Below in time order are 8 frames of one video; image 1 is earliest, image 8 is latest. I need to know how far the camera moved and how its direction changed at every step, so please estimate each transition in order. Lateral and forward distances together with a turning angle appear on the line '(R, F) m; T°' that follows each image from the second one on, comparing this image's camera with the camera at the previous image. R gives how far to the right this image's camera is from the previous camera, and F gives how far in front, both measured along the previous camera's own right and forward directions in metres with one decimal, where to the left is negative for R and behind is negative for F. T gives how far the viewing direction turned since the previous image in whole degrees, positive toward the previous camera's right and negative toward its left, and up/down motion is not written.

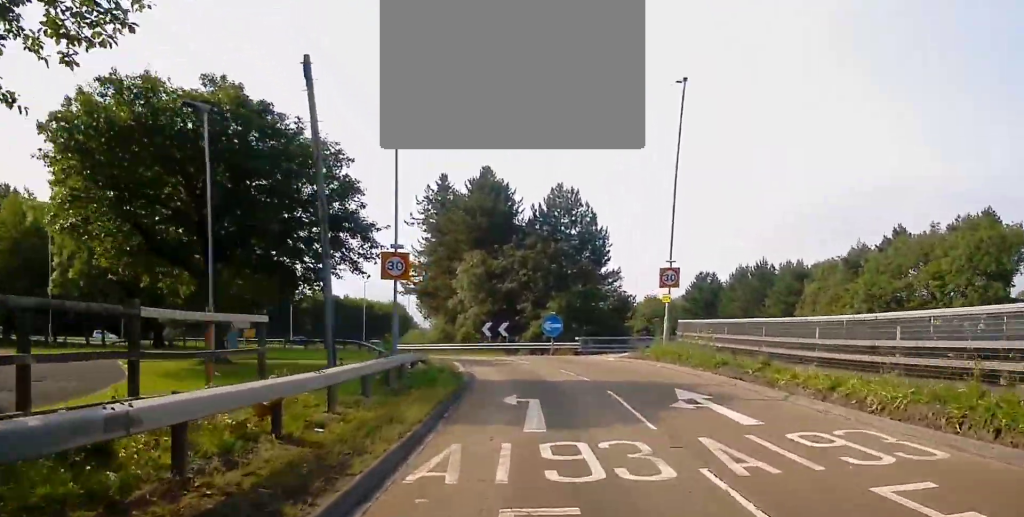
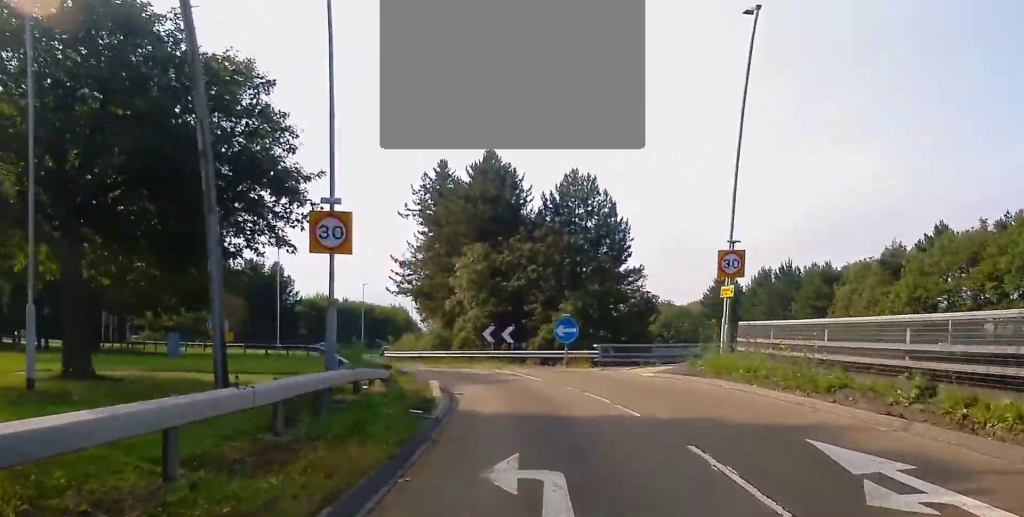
(-0.2, +7.3) m; -3°
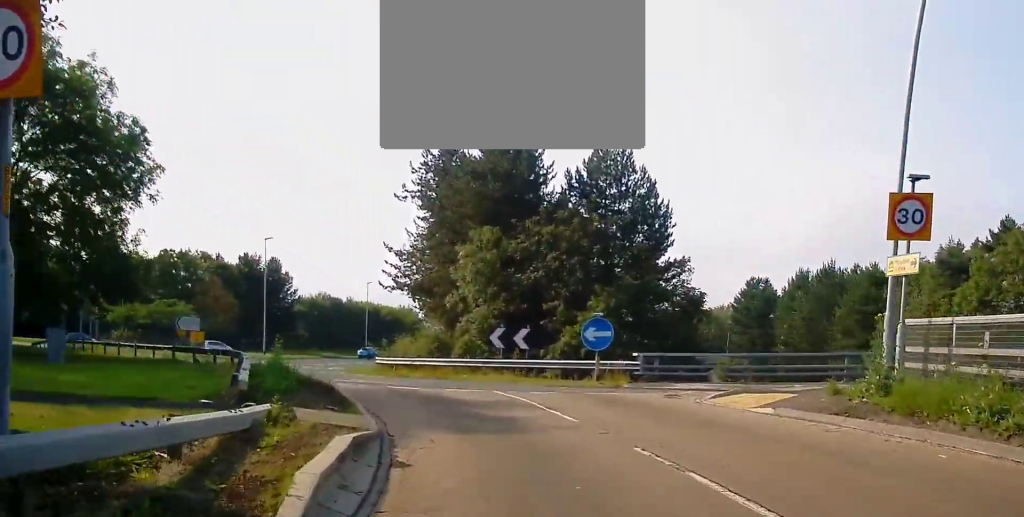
(-0.3, +9.0) m; -3°
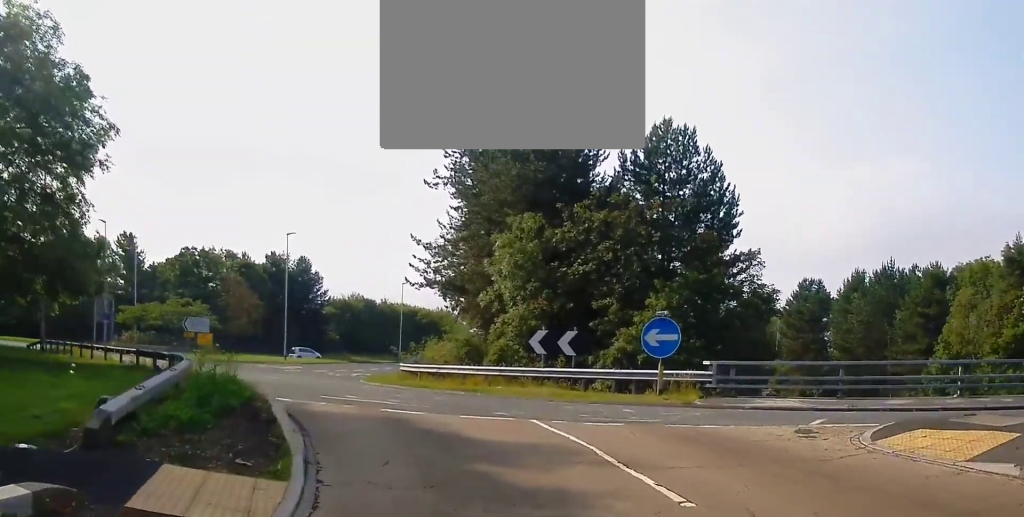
(-0.1, +5.2) m; -1°
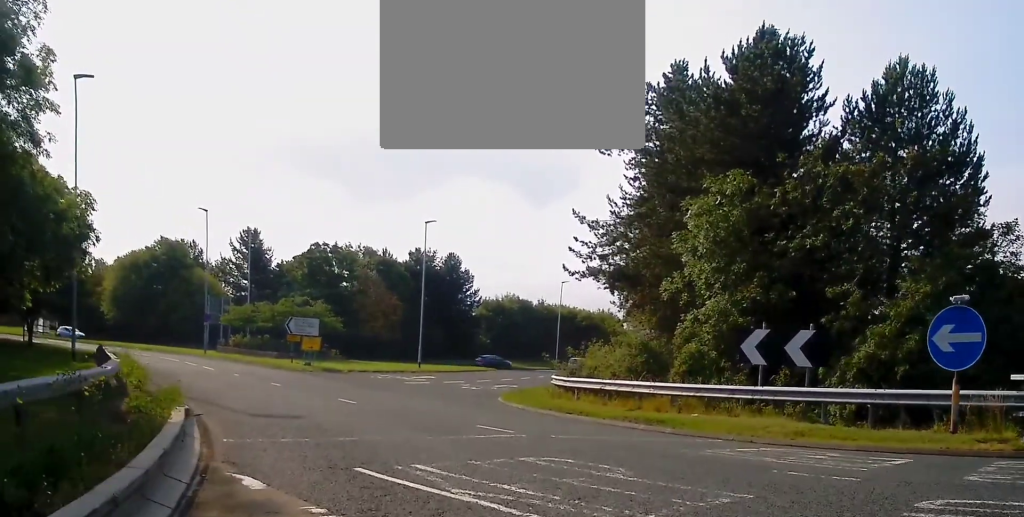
(-0.4, +9.3) m; -9°
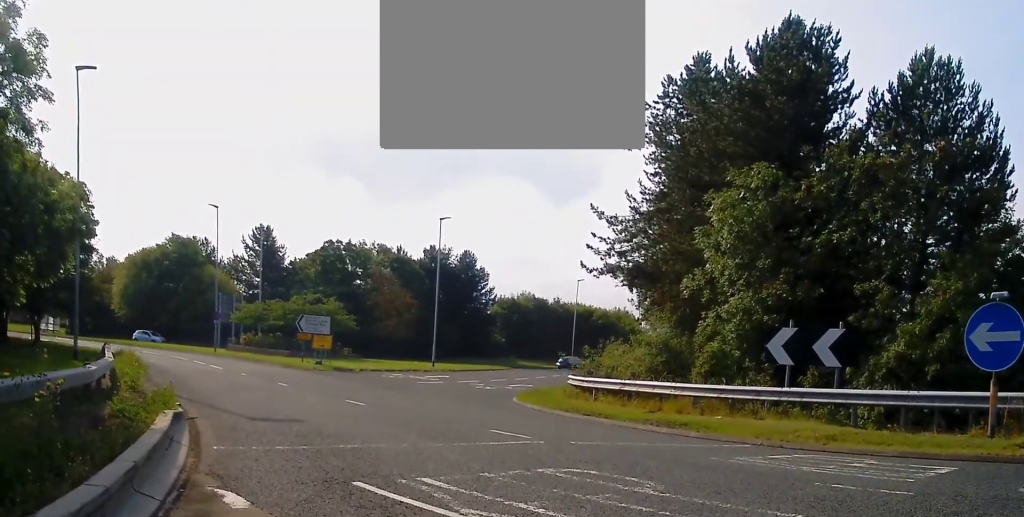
(-0.1, +2.3) m; -4°
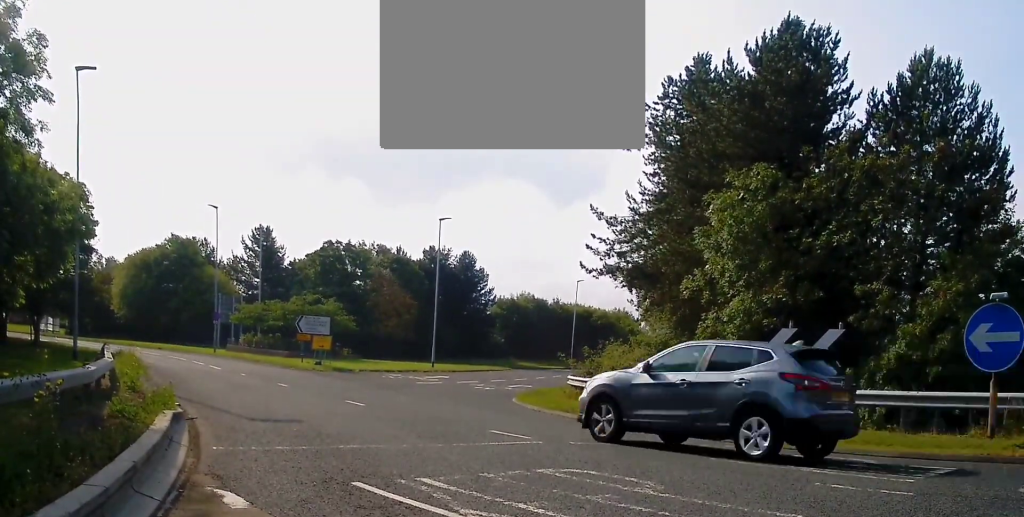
(0.0, +1.6) m; -1°
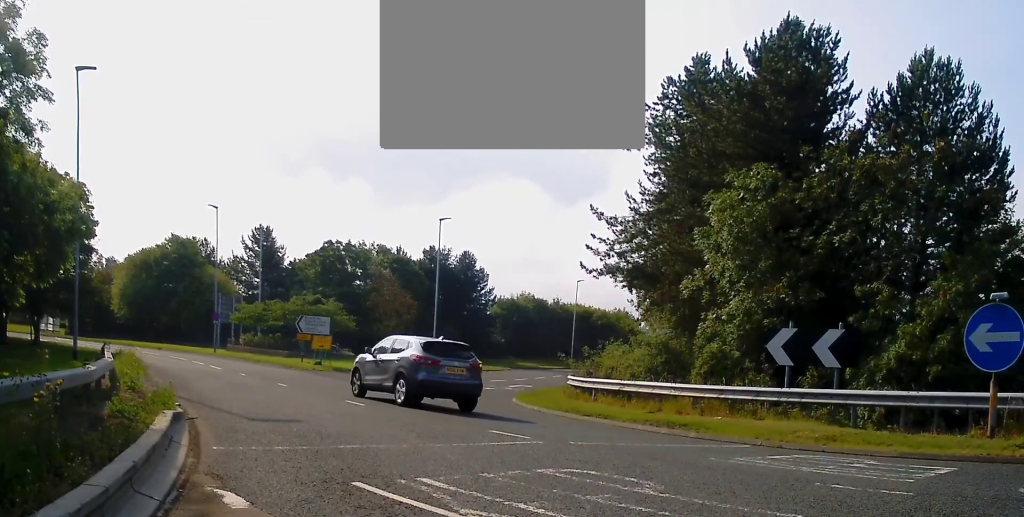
(0.0, +0.2) m; 0°
